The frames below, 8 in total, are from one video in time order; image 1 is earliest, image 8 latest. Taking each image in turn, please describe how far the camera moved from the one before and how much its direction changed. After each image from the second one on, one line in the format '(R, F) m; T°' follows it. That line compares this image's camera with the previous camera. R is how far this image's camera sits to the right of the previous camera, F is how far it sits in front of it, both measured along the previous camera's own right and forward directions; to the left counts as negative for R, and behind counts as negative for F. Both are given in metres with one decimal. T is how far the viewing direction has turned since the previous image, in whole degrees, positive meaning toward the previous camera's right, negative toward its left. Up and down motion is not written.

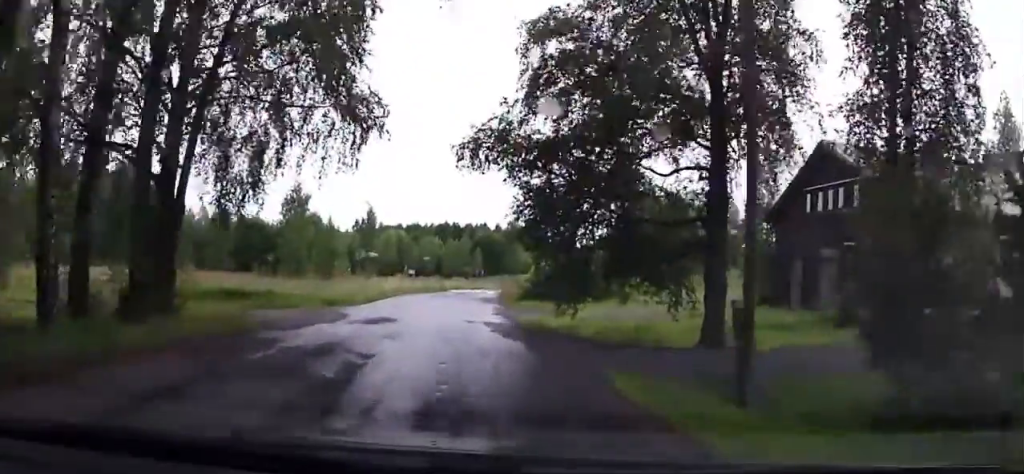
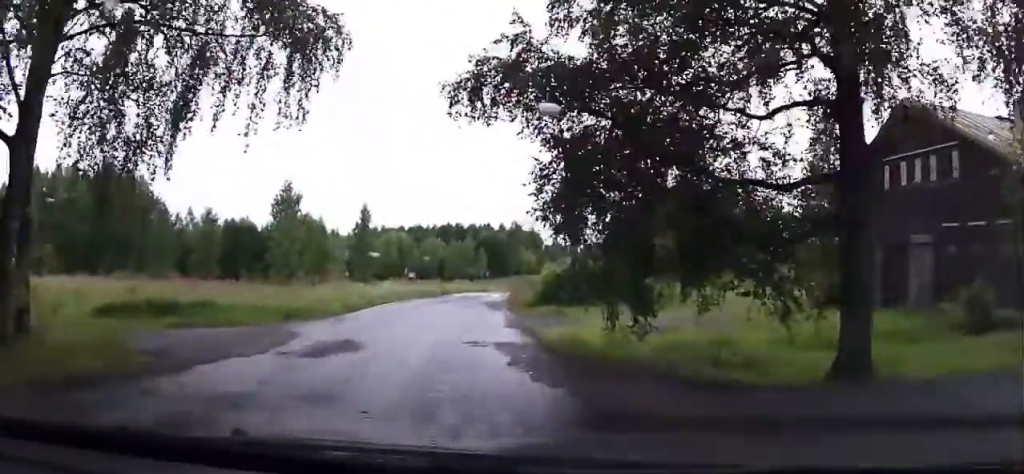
(+1.1, +5.2) m; +3°
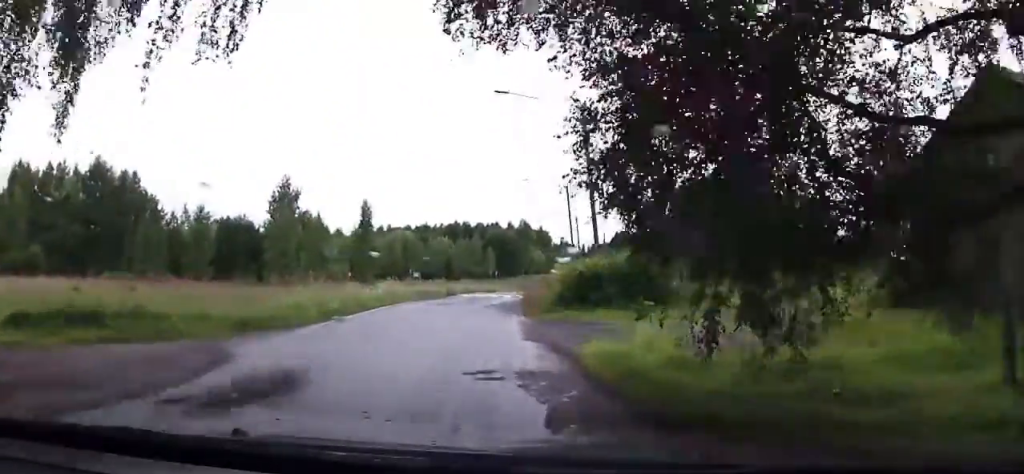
(-0.6, +3.7) m; -6°
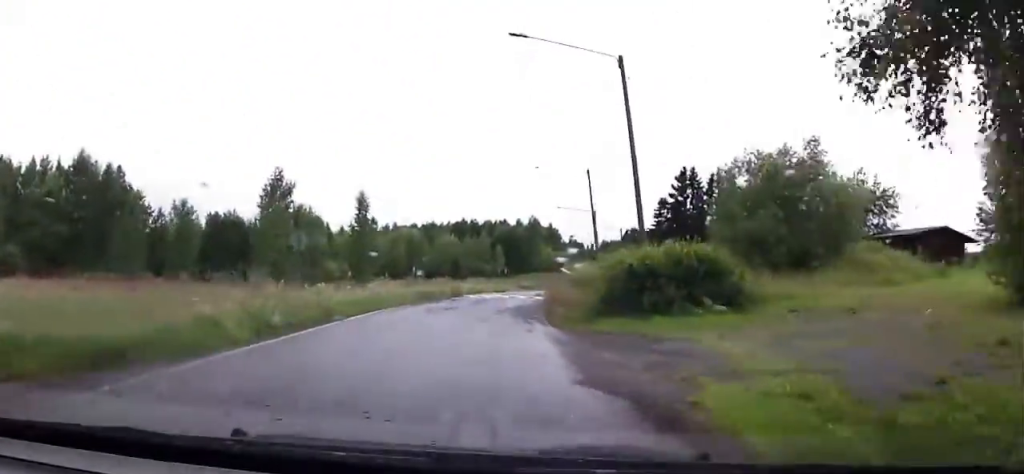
(-0.4, +5.5) m; -6°
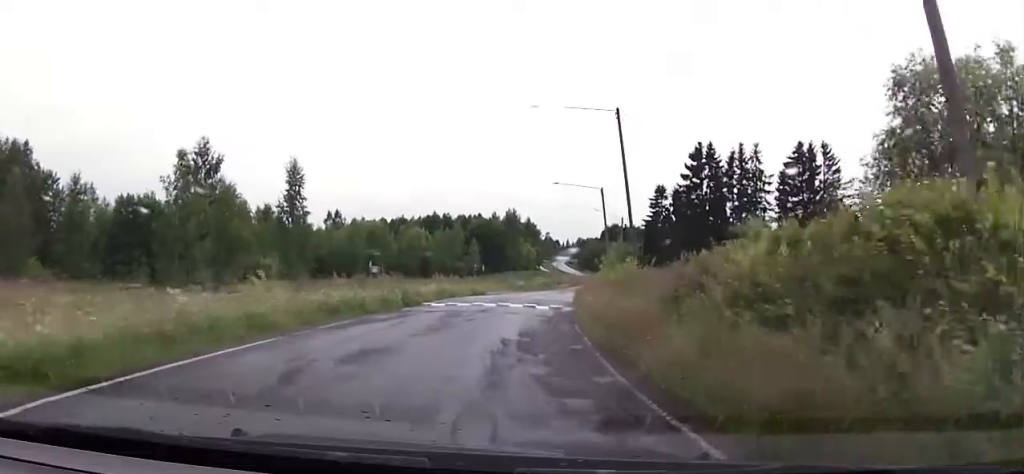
(-0.5, +14.3) m; -2°
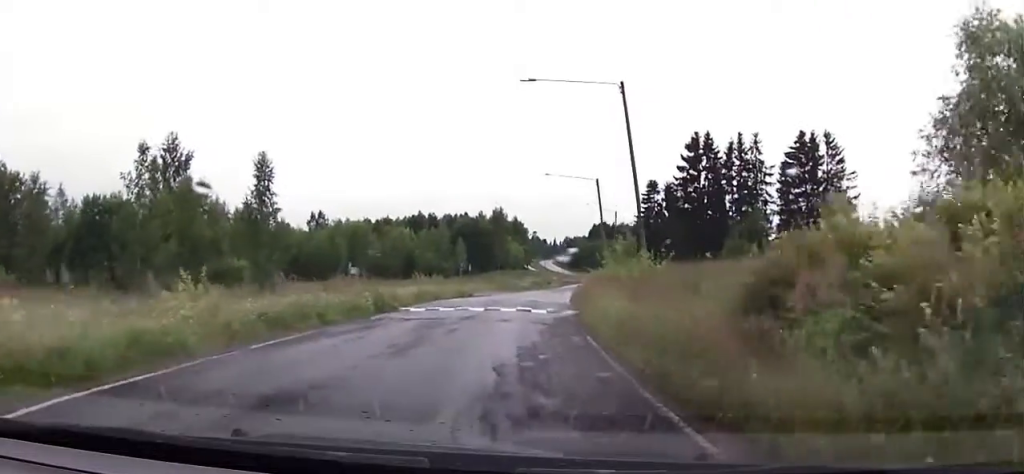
(+0.2, +3.7) m; 0°
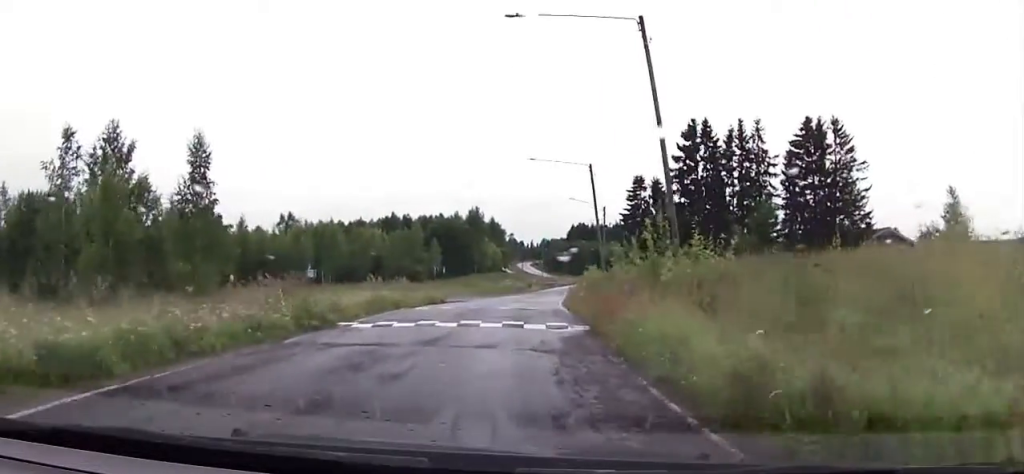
(-0.4, +6.7) m; -3°
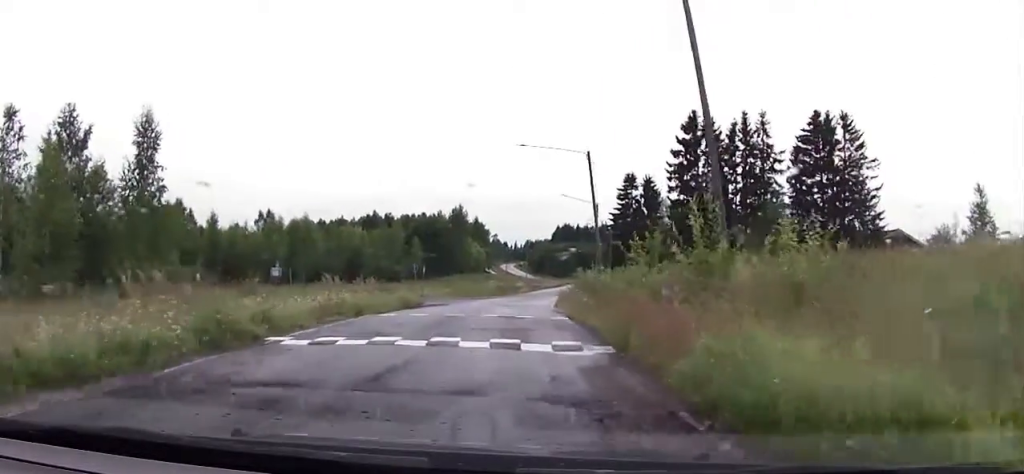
(0.0, +4.7) m; +2°
